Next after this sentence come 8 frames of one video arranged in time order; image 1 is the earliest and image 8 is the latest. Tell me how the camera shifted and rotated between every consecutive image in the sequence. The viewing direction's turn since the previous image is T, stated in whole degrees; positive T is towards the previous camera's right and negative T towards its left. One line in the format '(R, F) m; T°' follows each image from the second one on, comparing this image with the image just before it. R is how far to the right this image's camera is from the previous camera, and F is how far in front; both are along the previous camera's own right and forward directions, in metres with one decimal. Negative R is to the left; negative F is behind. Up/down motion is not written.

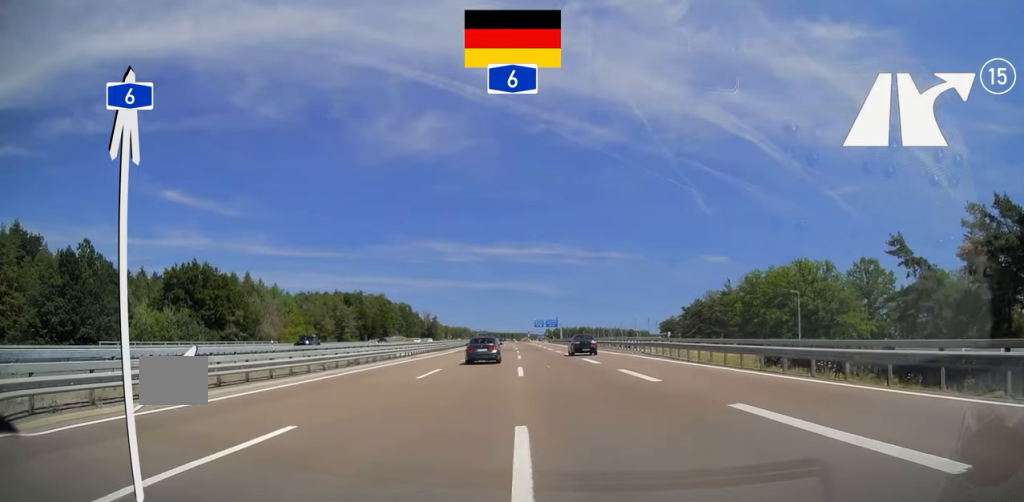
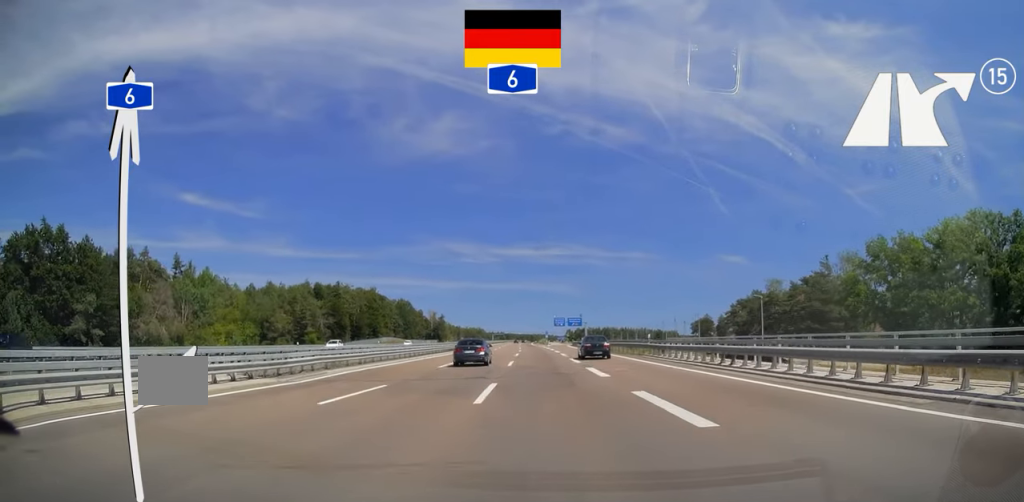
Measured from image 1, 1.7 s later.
(0.0, +43.7) m; -1°
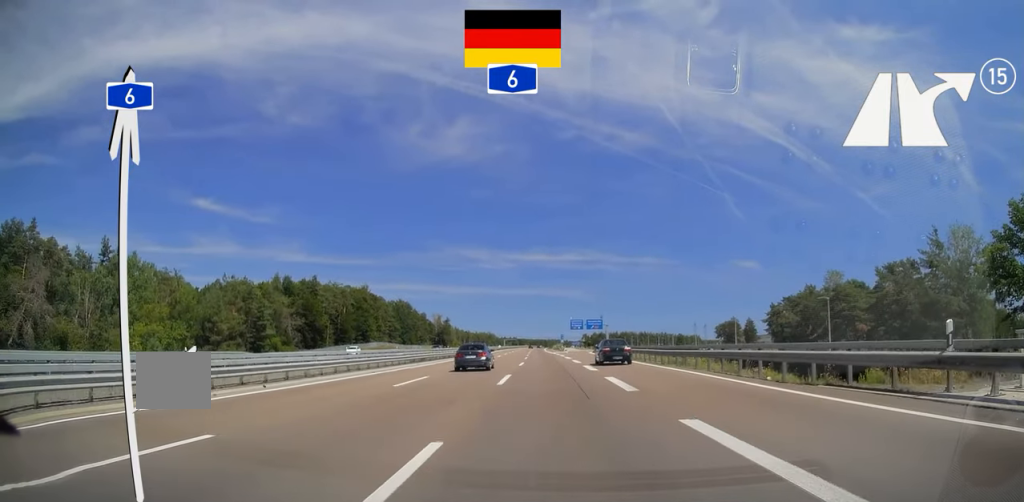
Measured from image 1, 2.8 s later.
(-0.2, +28.6) m; -1°
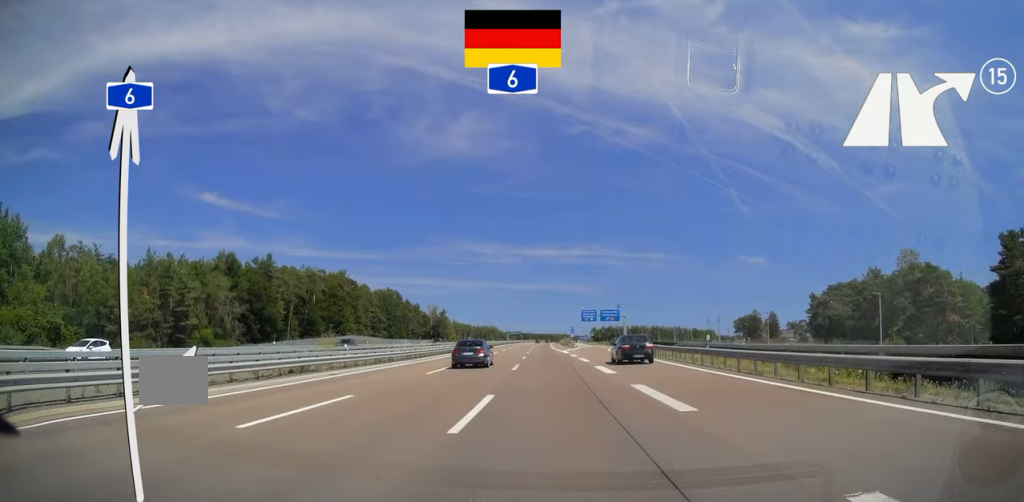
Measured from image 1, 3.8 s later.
(-0.2, +28.7) m; -1°
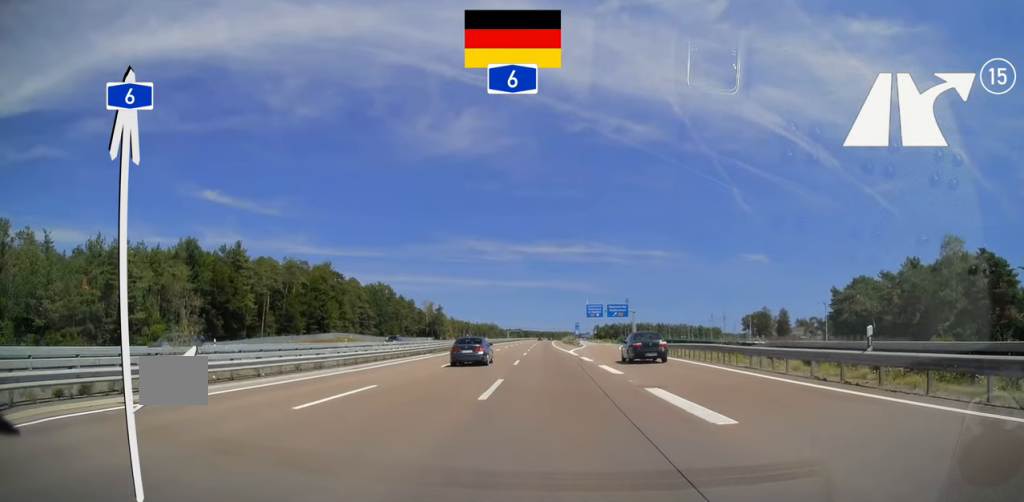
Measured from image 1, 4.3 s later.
(0.0, +13.7) m; 0°
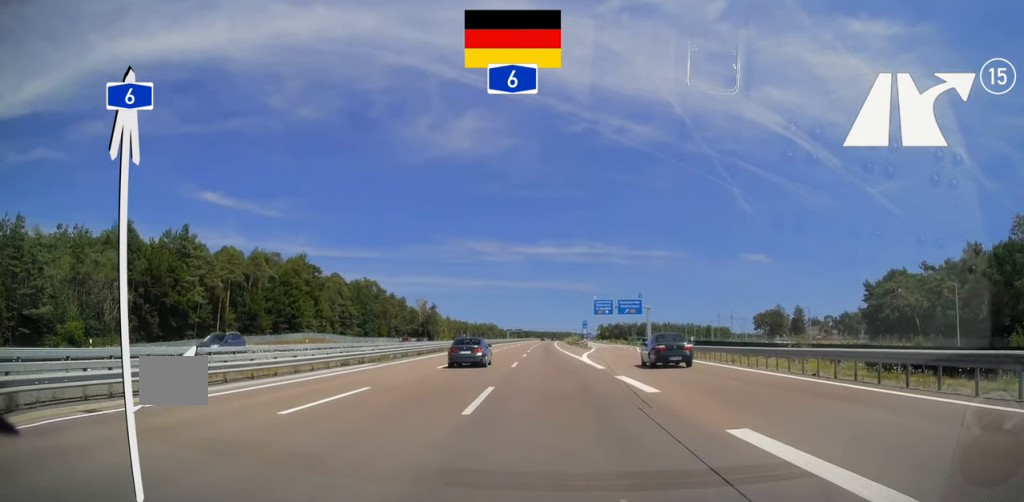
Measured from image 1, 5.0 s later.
(-0.2, +18.2) m; -1°
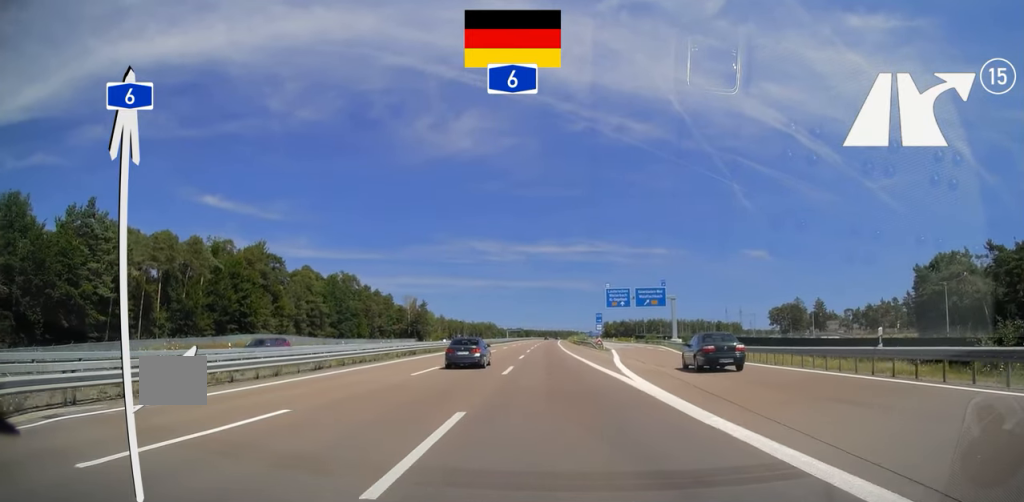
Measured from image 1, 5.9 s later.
(-0.1, +23.2) m; 0°
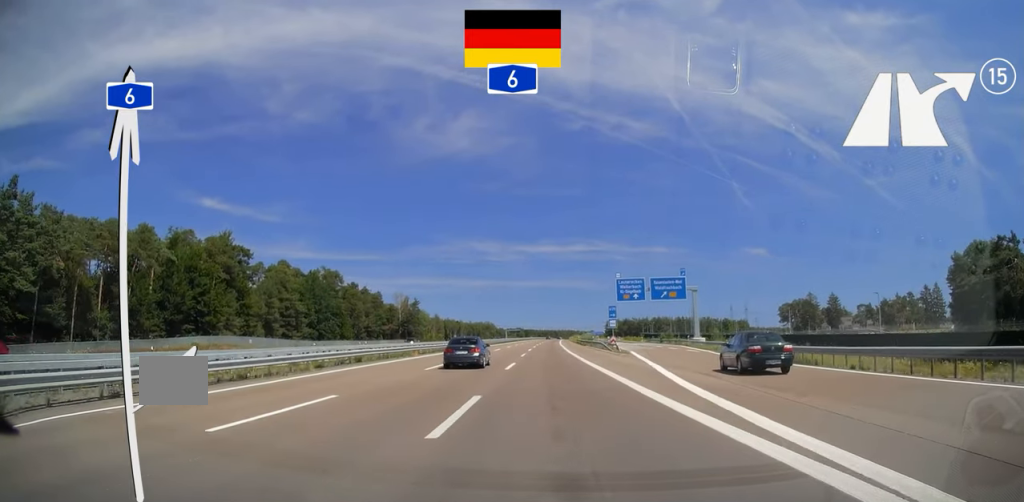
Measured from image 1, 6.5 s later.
(0.0, +14.8) m; 0°
